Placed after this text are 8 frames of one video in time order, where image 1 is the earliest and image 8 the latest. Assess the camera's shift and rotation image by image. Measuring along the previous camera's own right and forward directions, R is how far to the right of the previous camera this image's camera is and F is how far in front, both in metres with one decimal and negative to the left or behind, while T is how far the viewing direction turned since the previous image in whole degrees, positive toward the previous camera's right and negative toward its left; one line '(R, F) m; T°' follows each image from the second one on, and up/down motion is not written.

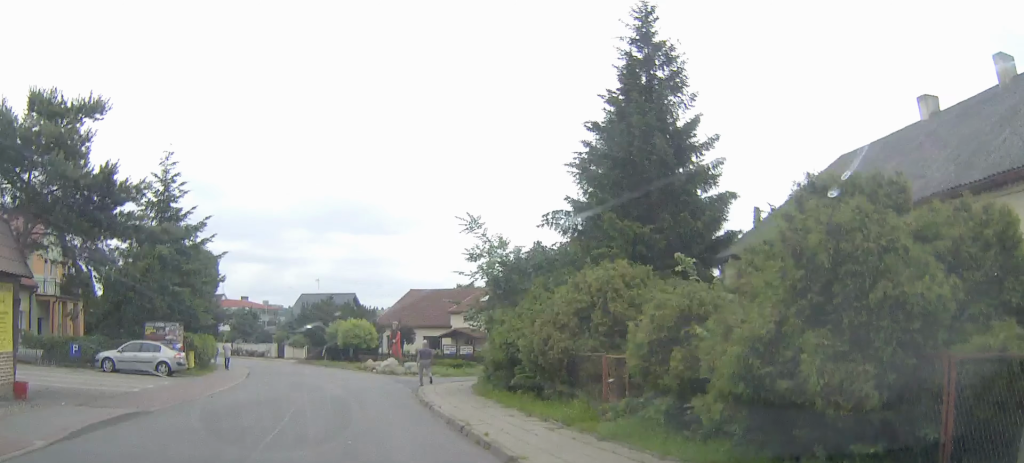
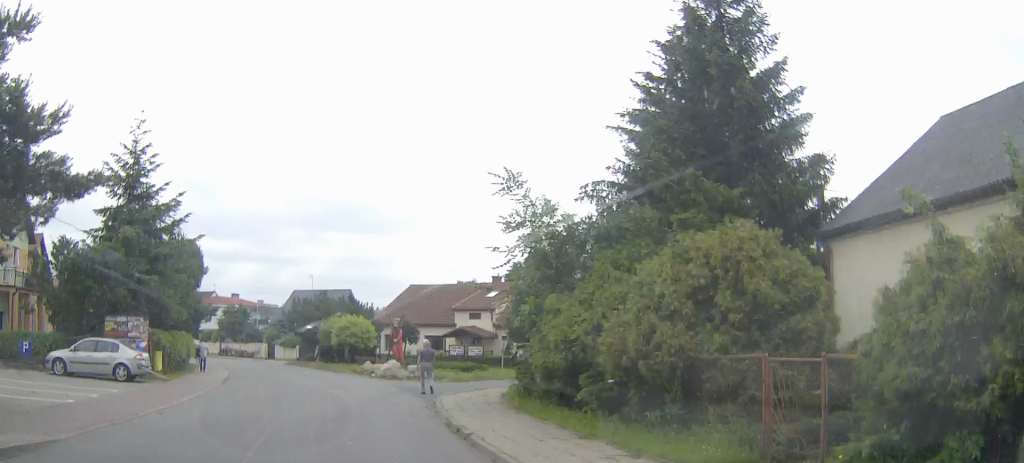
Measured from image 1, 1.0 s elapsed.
(0.0, +4.7) m; +1°
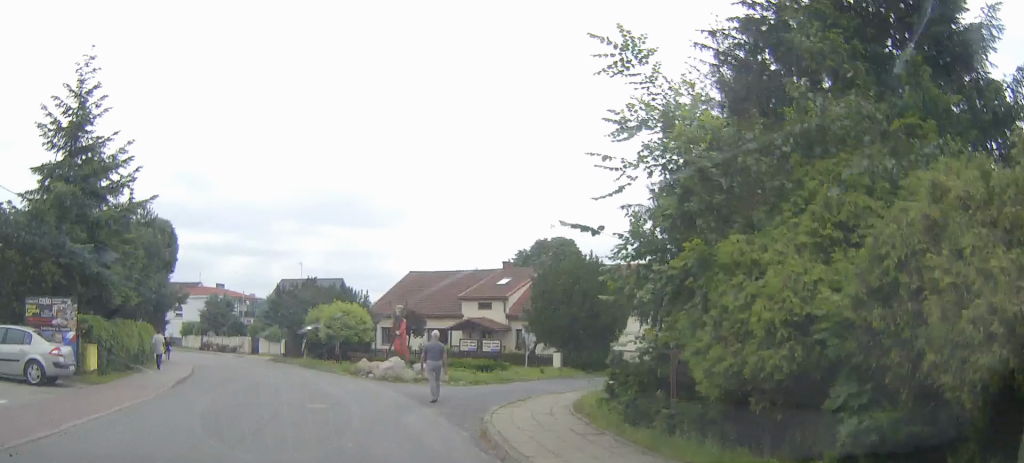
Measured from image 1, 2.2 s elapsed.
(0.0, +7.0) m; -1°
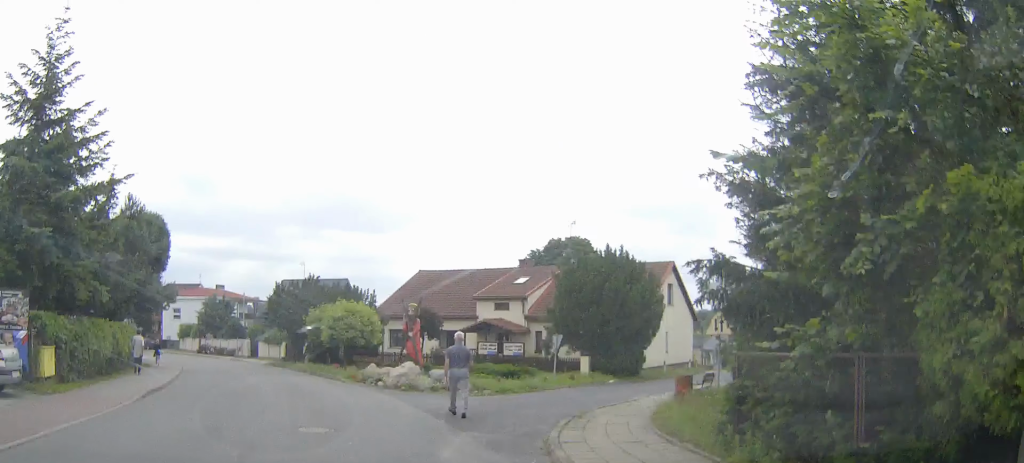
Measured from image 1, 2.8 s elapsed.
(0.0, +3.9) m; 0°
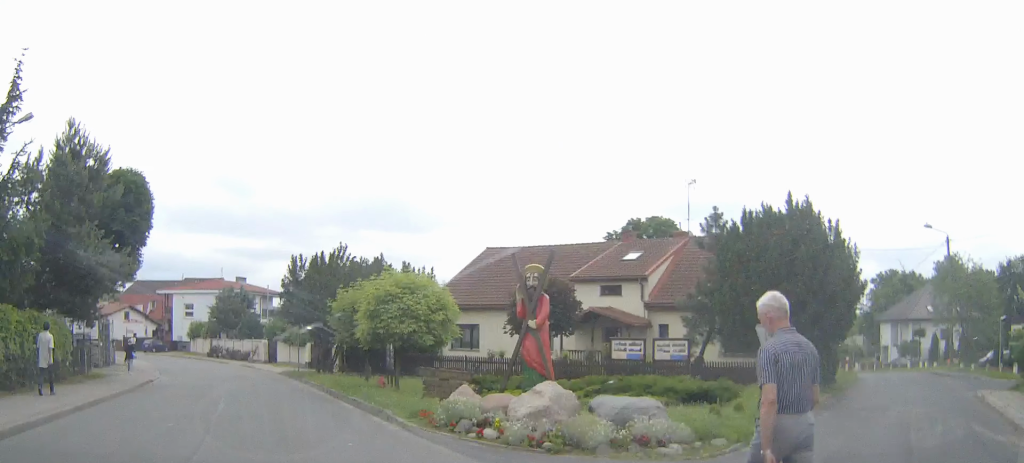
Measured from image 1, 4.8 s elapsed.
(-0.2, +13.9) m; -3°
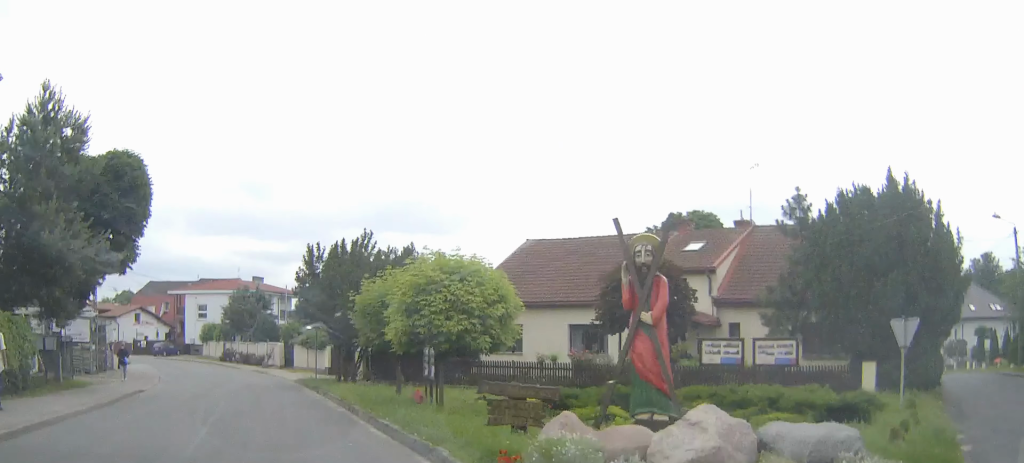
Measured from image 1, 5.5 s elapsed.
(-0.1, +4.6) m; -2°
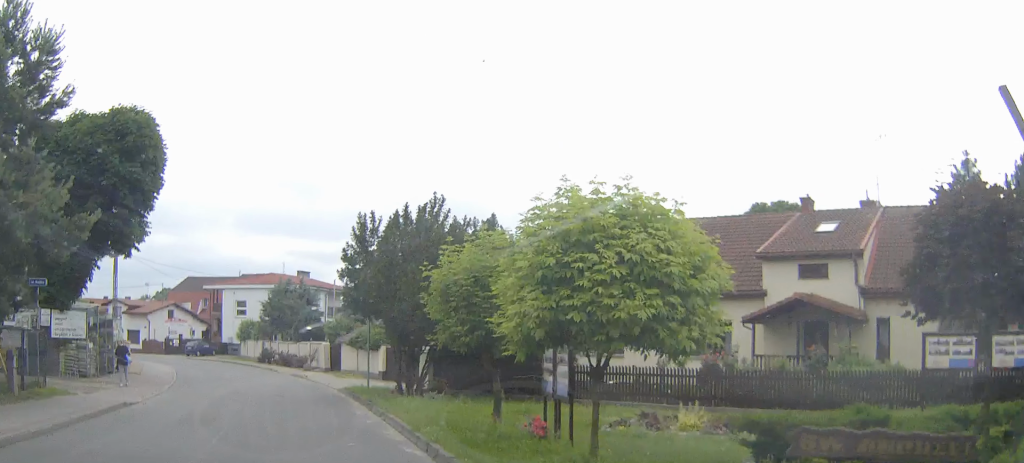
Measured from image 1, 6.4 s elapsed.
(-0.1, +6.7) m; -2°
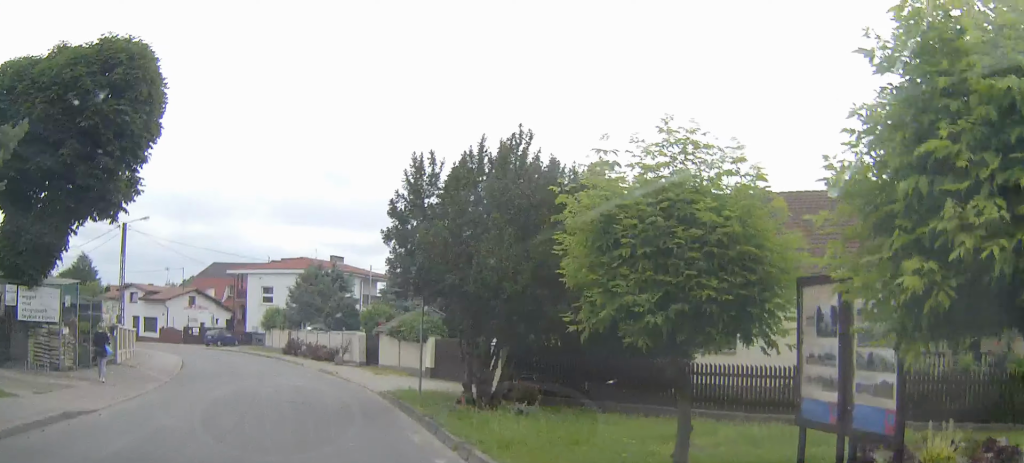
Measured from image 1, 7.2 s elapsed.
(0.0, +5.9) m; -2°
